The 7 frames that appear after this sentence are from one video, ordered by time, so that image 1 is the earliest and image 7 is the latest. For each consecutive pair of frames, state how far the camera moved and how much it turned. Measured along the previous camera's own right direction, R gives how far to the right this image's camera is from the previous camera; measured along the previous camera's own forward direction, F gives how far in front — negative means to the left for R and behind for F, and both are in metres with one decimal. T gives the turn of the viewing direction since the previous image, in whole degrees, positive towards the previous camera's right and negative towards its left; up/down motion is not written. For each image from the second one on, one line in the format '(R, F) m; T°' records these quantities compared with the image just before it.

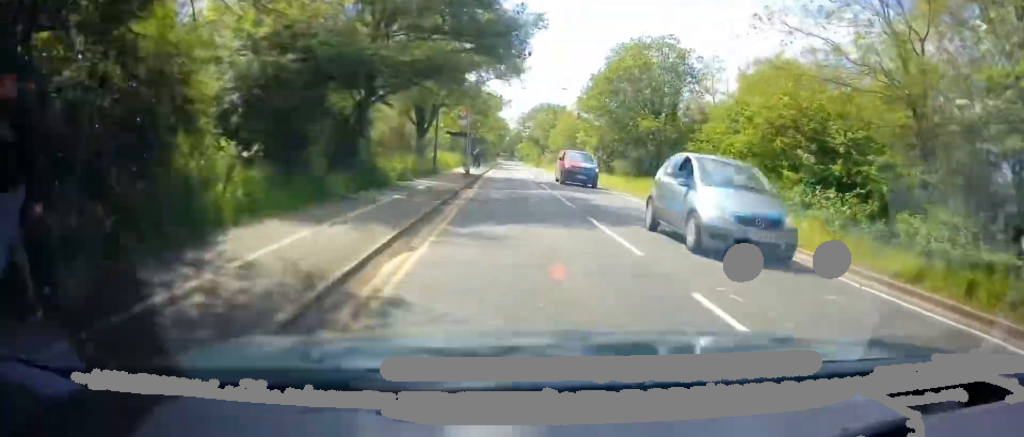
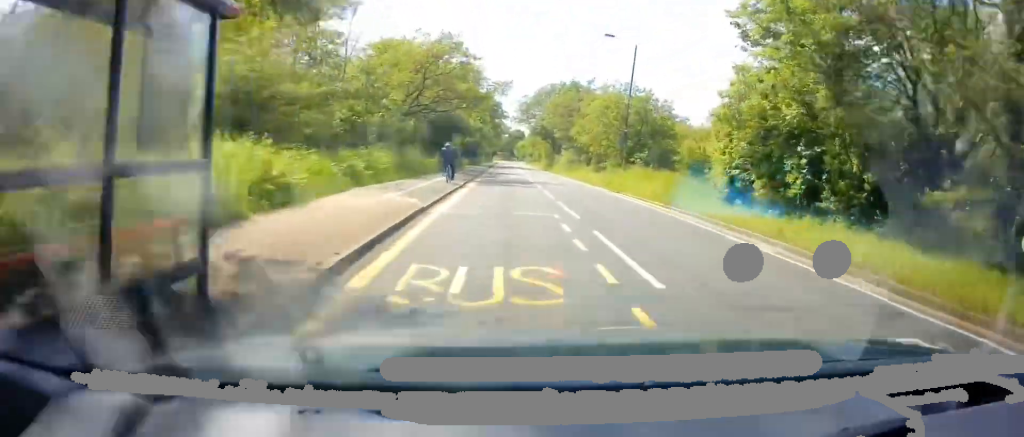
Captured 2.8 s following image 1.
(+0.3, +30.9) m; +1°
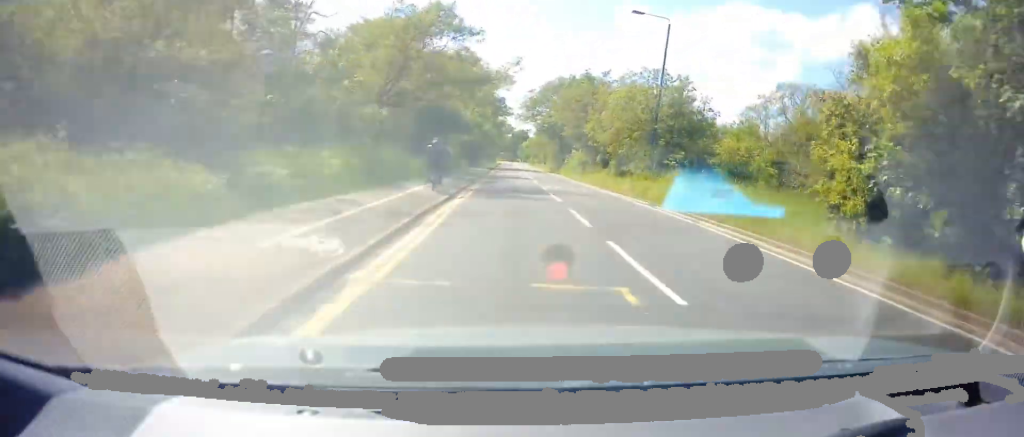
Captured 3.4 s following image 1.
(0.0, +7.0) m; 0°
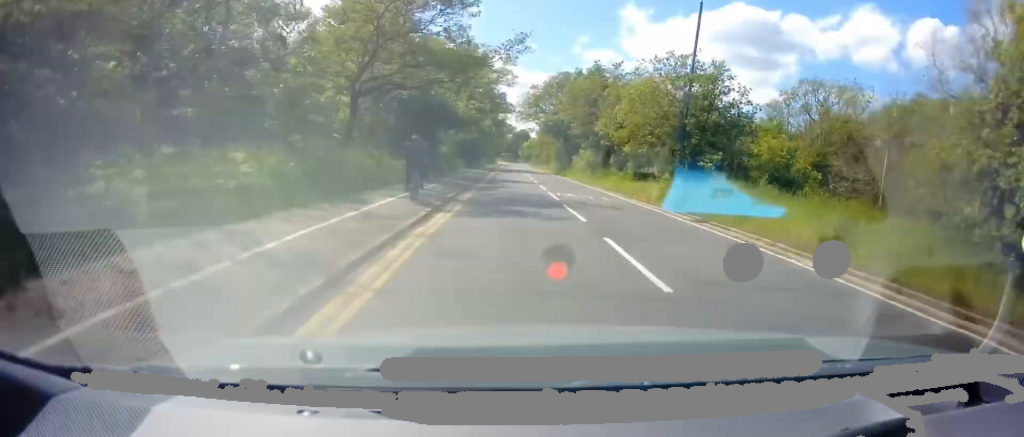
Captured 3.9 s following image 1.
(0.0, +5.2) m; +1°
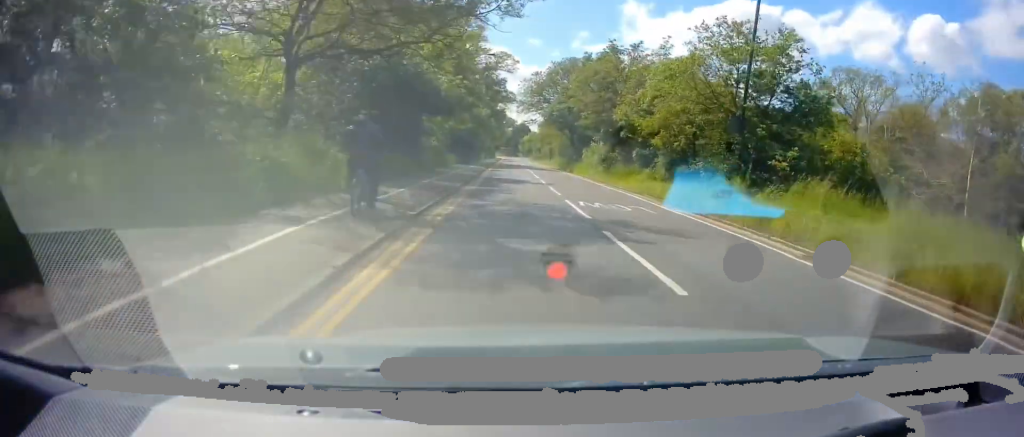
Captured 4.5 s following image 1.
(0.0, +6.7) m; 0°
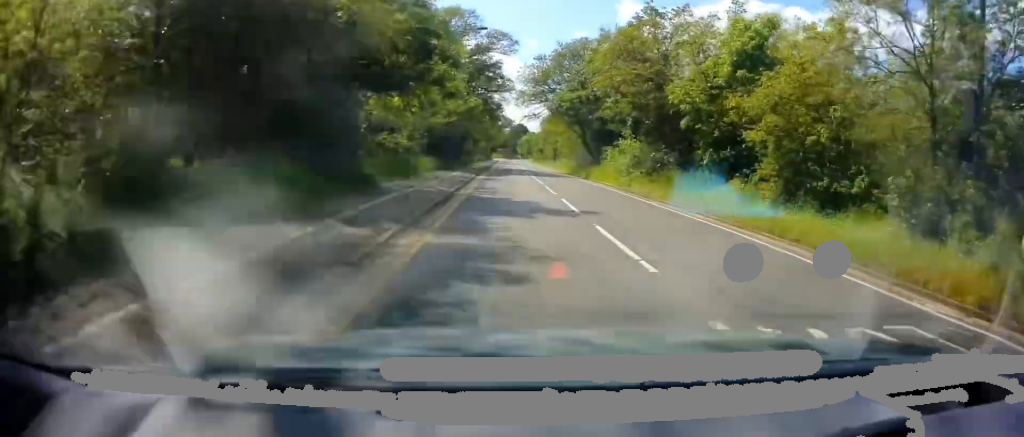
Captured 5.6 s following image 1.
(+0.1, +11.7) m; -1°
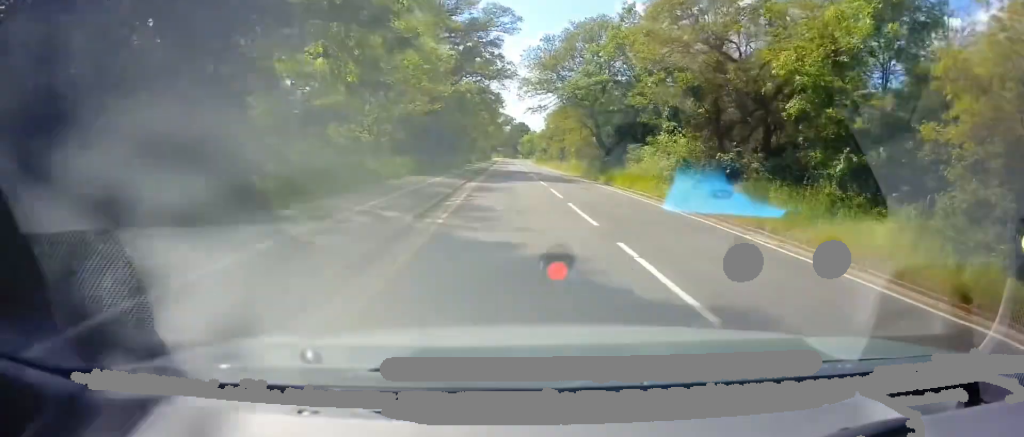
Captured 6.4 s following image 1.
(-0.2, +9.0) m; -1°
